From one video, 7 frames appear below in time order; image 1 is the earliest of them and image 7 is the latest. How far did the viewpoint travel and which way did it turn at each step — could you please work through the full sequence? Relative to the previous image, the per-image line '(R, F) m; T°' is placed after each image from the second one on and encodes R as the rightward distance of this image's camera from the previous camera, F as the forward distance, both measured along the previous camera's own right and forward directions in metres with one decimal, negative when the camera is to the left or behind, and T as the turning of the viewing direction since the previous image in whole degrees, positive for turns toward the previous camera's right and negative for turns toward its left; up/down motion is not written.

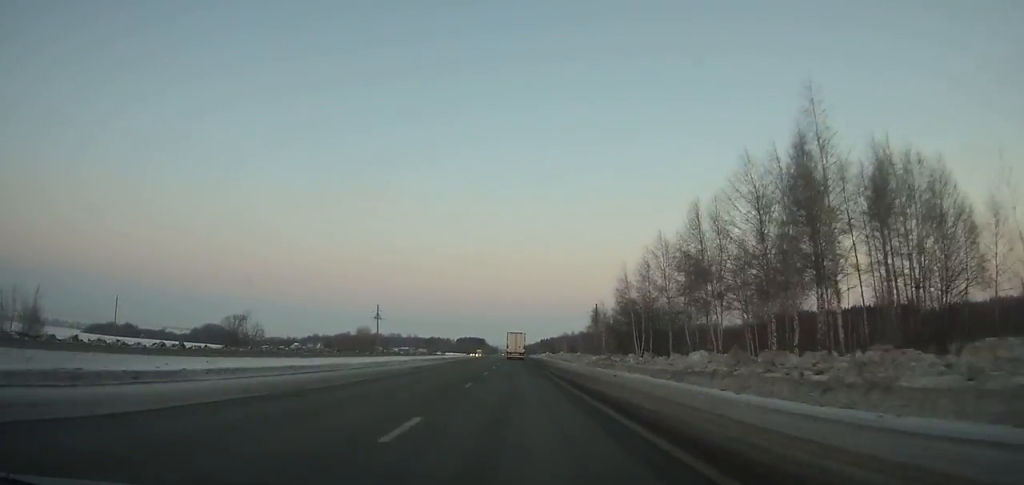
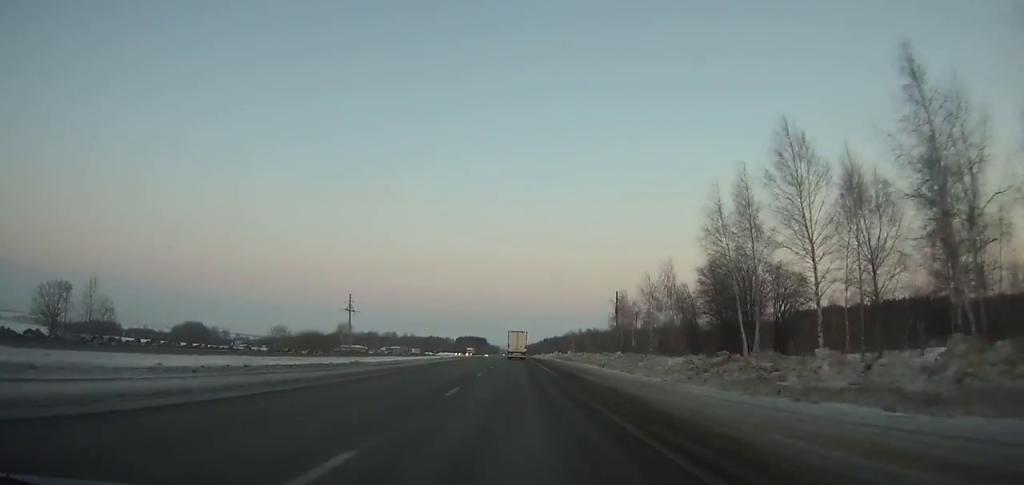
(0.0, +39.4) m; 0°
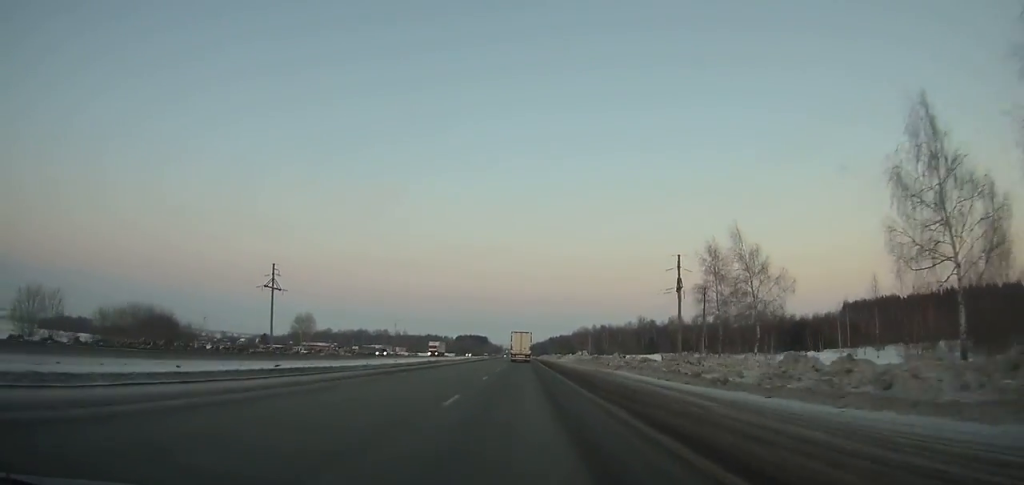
(+0.3, +63.1) m; 0°
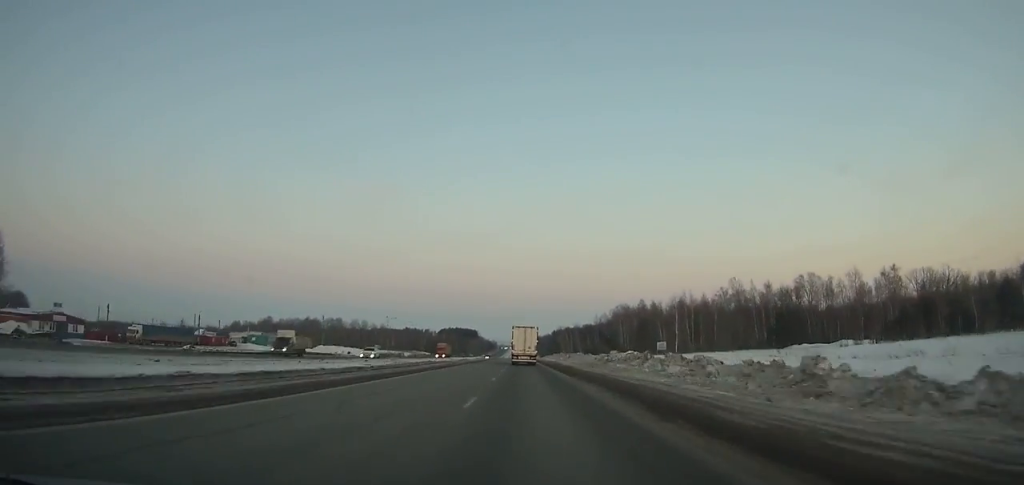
(-0.7, +158.2) m; 0°
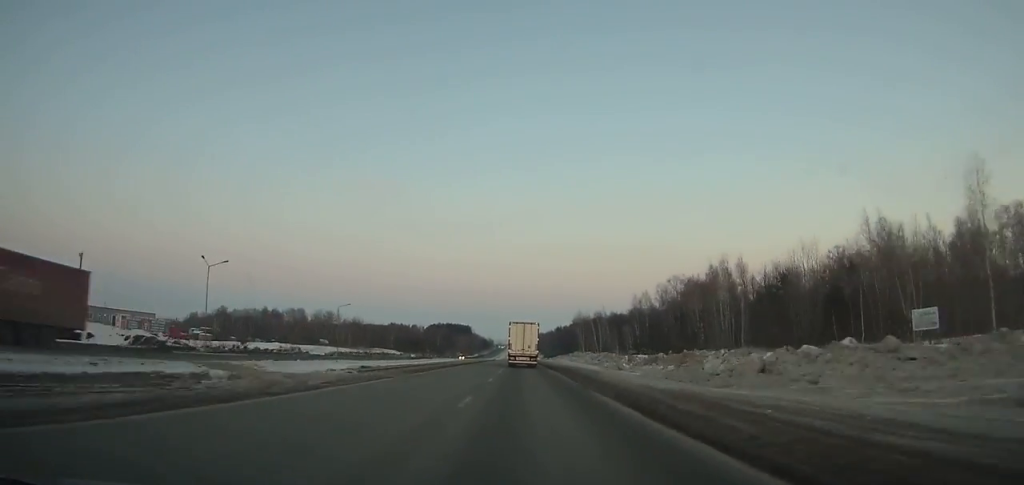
(+0.3, +83.0) m; 0°
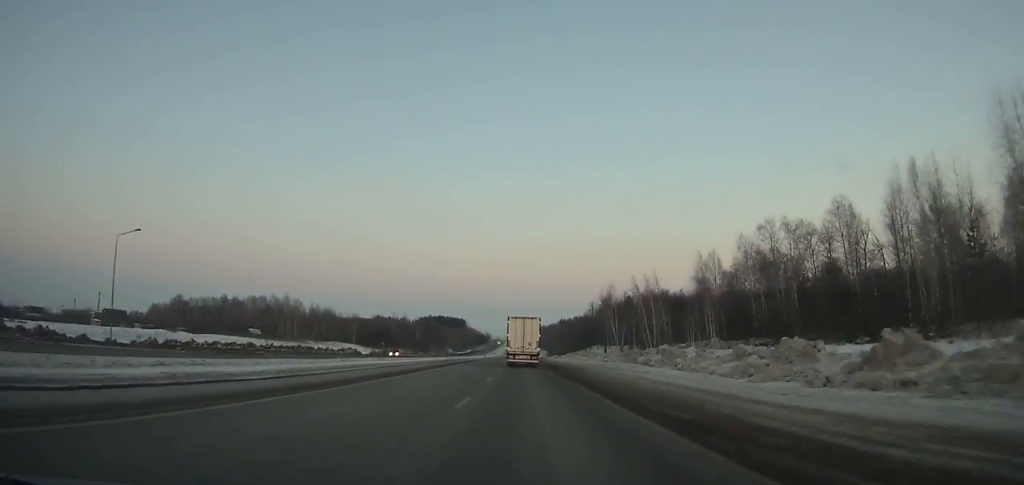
(0.0, +62.1) m; 0°
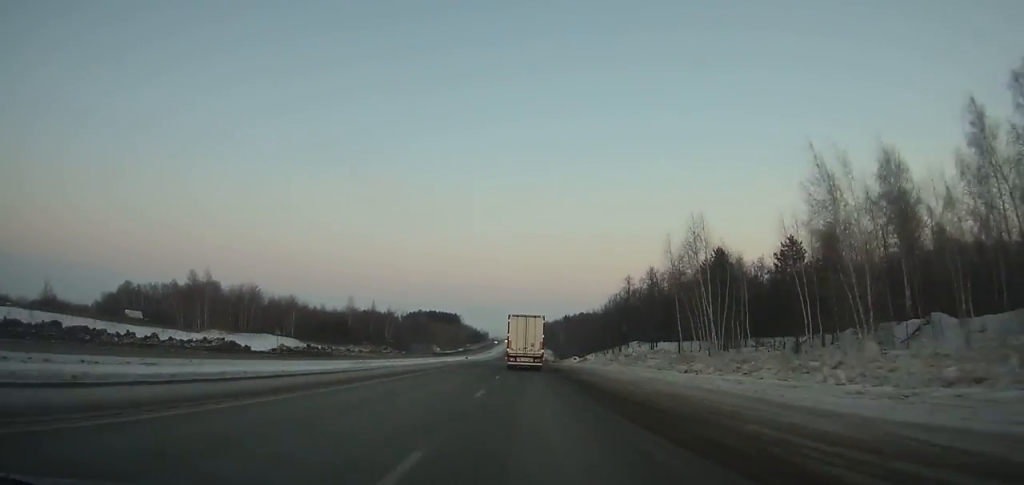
(+0.1, +58.2) m; -1°
